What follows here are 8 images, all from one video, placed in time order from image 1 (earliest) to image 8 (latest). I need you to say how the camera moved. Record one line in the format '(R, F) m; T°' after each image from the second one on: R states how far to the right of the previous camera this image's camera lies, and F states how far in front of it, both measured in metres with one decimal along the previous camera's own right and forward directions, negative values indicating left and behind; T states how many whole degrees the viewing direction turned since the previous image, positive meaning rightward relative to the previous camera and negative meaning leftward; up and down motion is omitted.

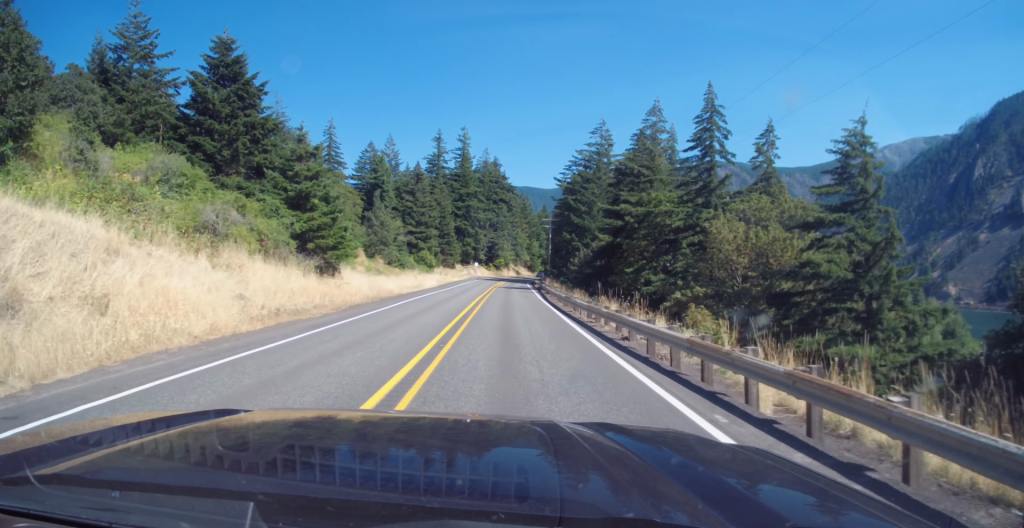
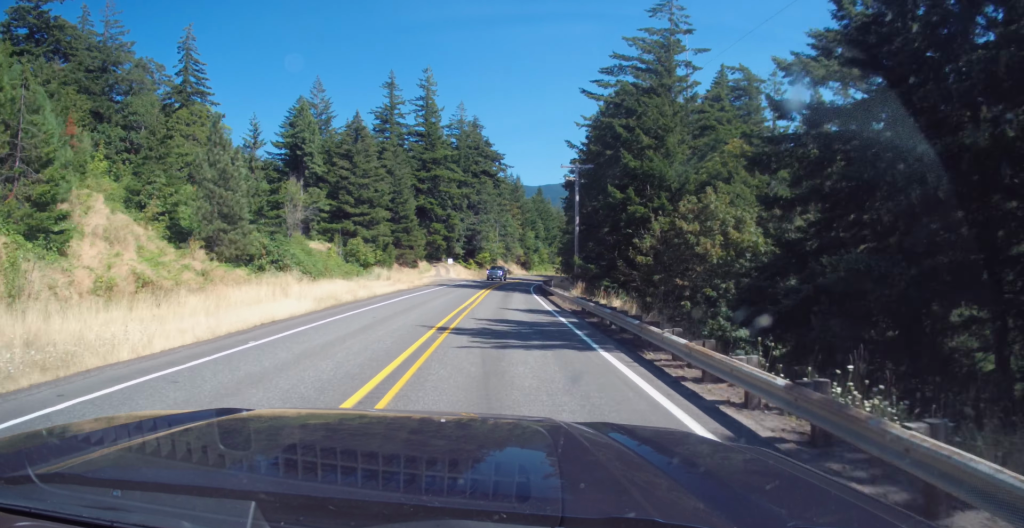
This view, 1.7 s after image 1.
(+0.2, +46.9) m; +1°
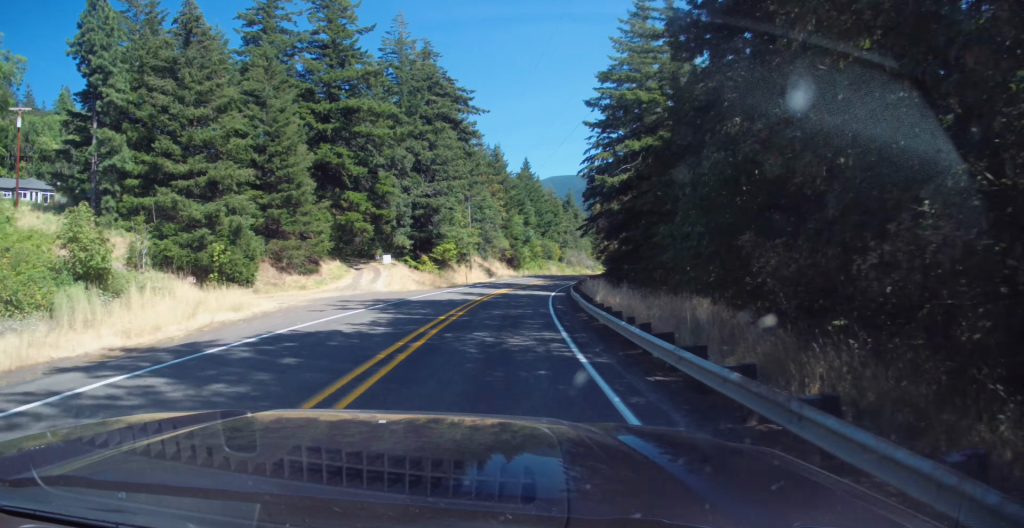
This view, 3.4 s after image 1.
(+0.5, +47.0) m; +2°
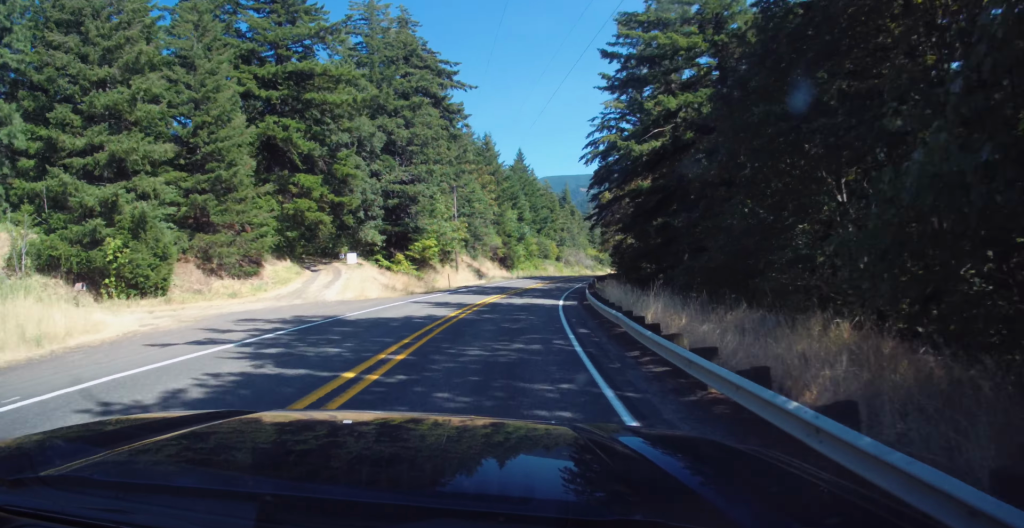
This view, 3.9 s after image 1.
(+0.2, +11.9) m; +1°
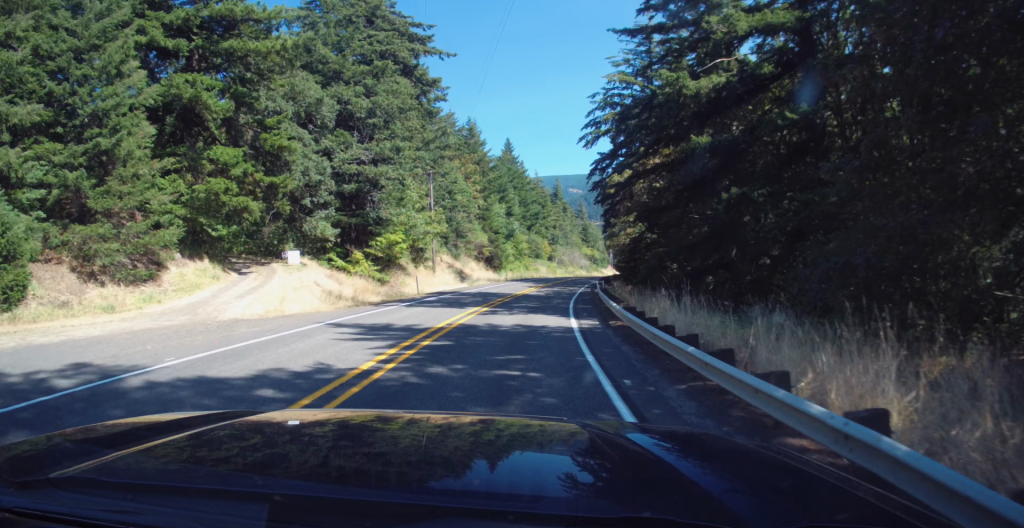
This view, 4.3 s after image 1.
(+0.1, +11.9) m; +1°
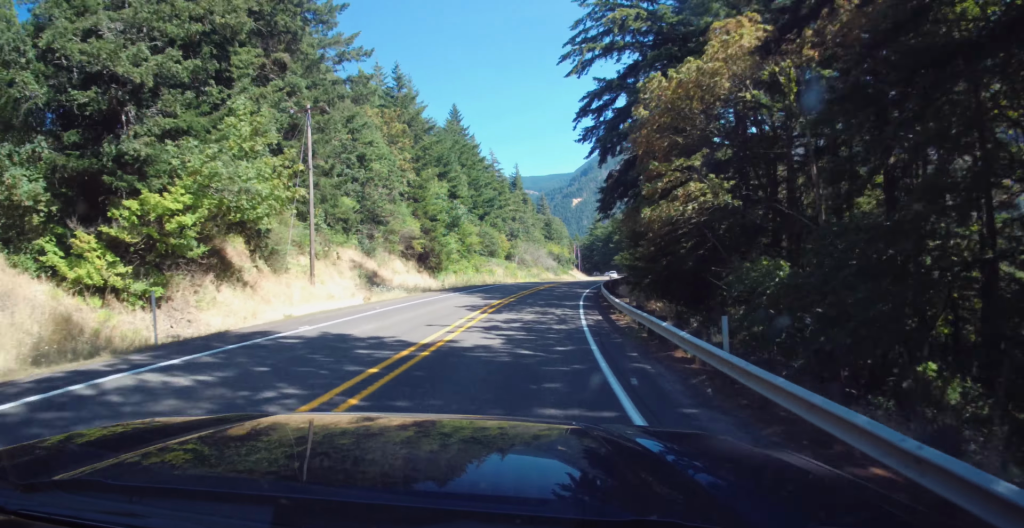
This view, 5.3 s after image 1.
(+0.9, +27.4) m; +3°
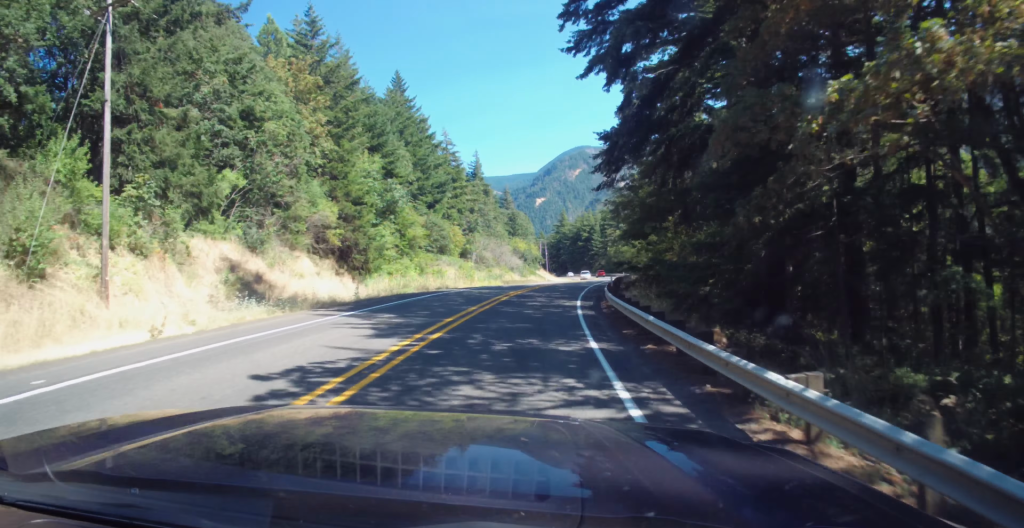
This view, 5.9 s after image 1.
(+0.2, +16.8) m; +2°
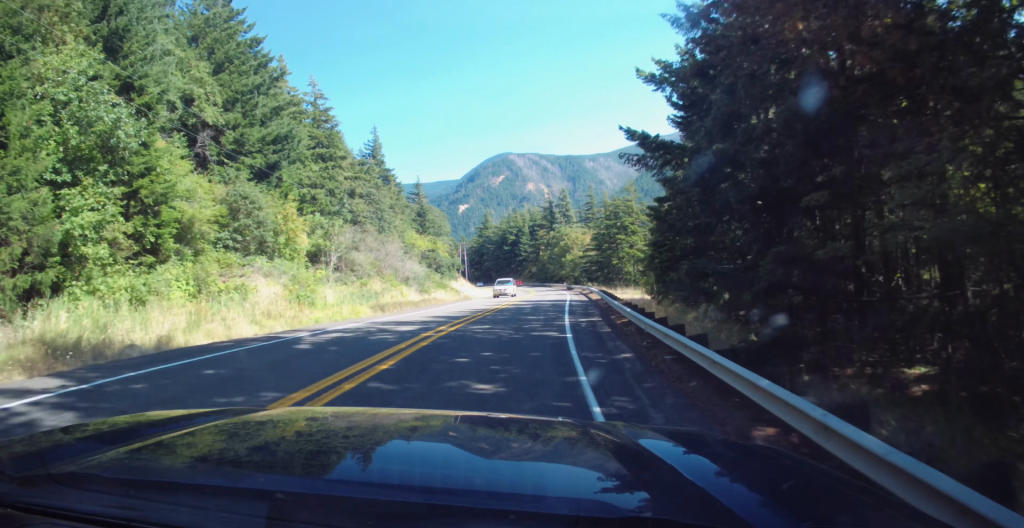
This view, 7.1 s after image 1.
(+1.3, +31.6) m; +6°
